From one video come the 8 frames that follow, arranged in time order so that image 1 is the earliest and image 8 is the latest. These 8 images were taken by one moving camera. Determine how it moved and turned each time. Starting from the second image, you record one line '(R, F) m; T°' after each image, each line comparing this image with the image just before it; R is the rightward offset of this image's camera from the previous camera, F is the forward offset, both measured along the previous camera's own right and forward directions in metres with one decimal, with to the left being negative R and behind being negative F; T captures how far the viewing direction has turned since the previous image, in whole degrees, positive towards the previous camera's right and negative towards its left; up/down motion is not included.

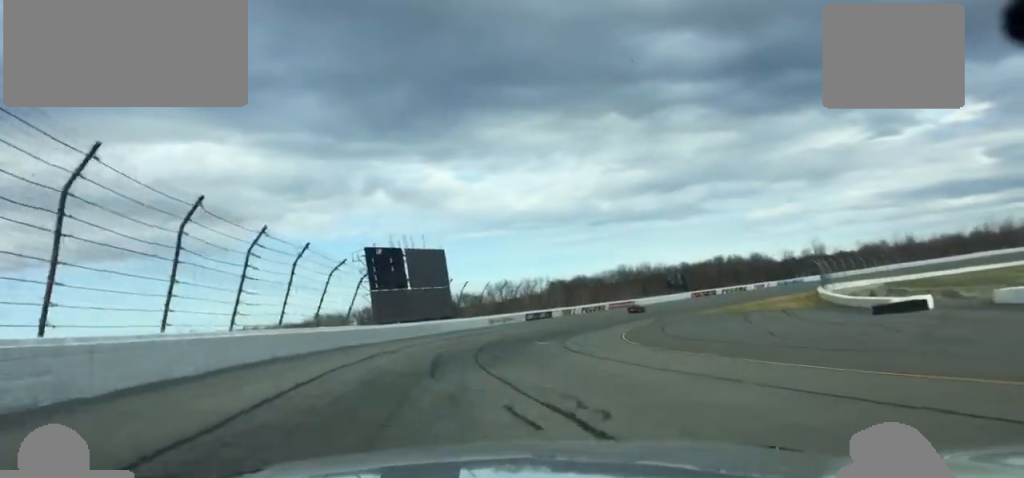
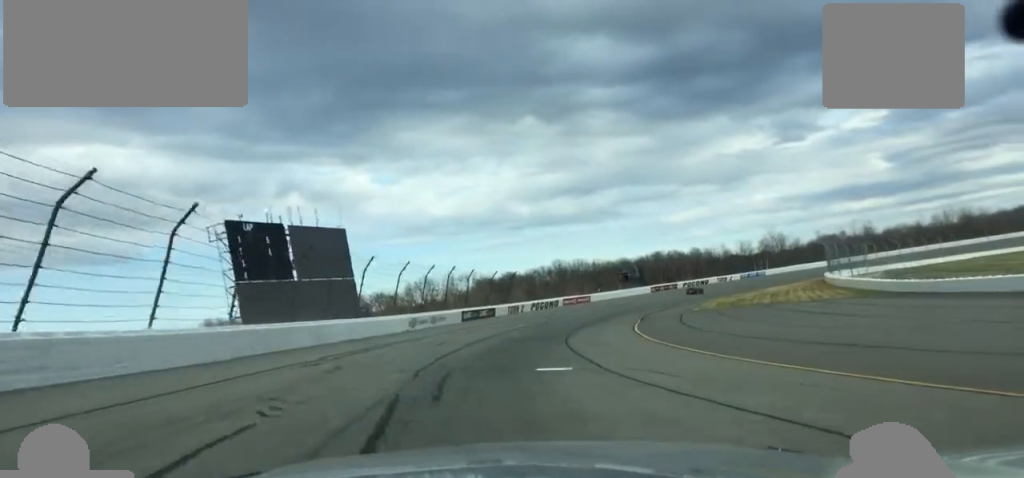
(+1.3, +36.0) m; +5°
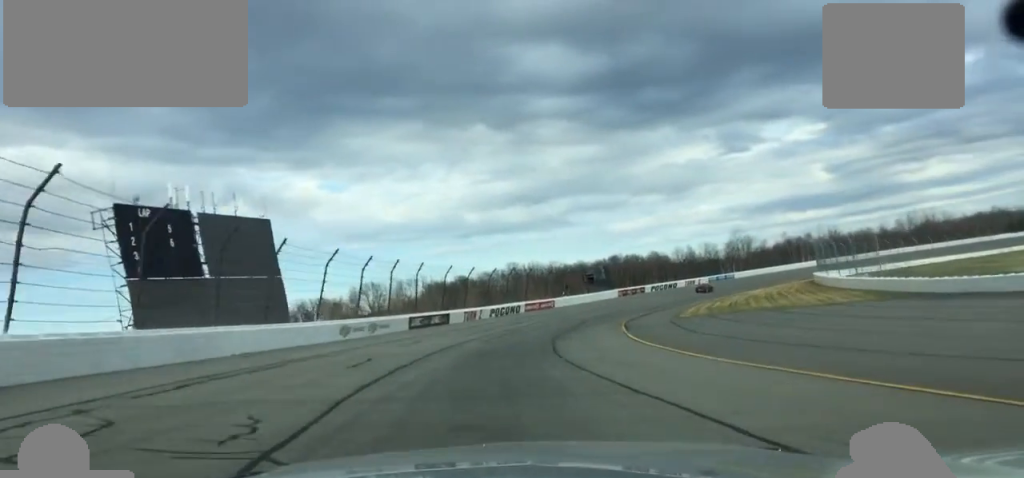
(+0.2, +14.5) m; +2°
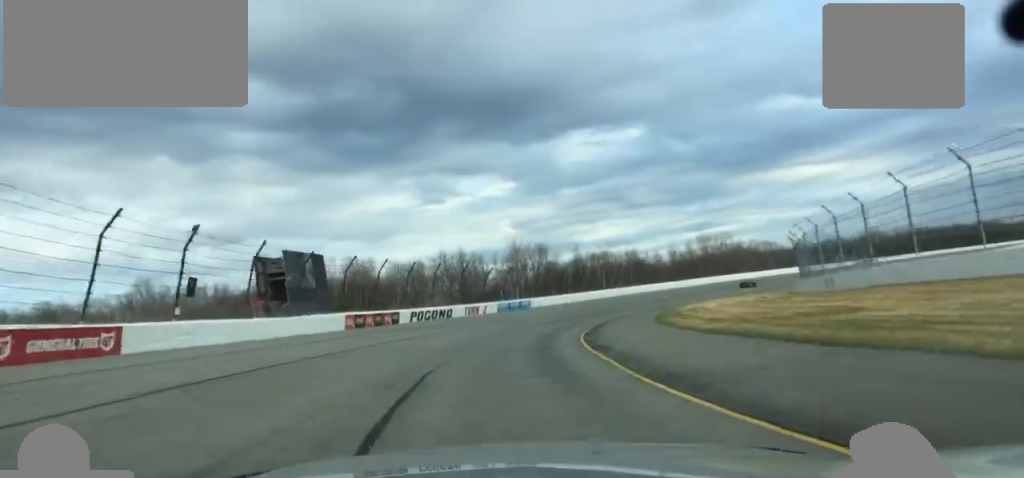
(+13.6, +84.2) m; +21°
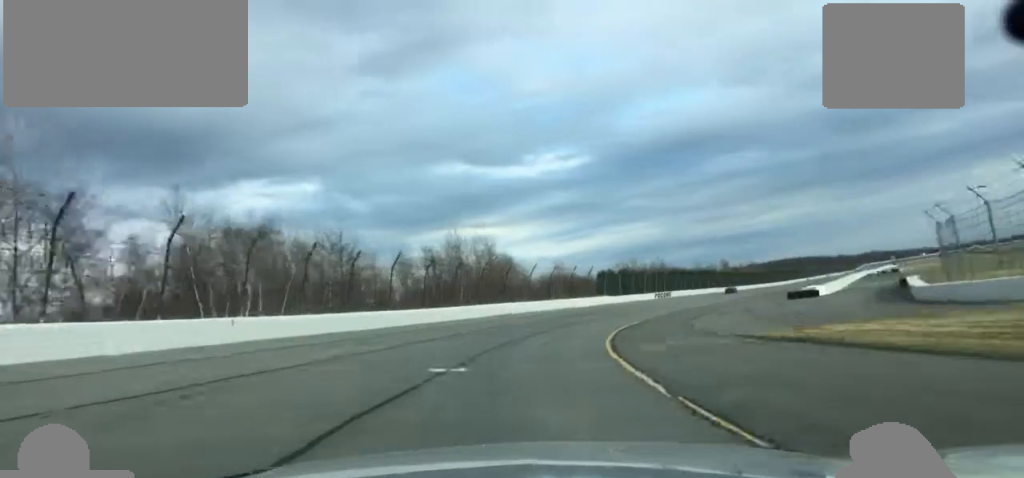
(+18.5, +95.2) m; +21°
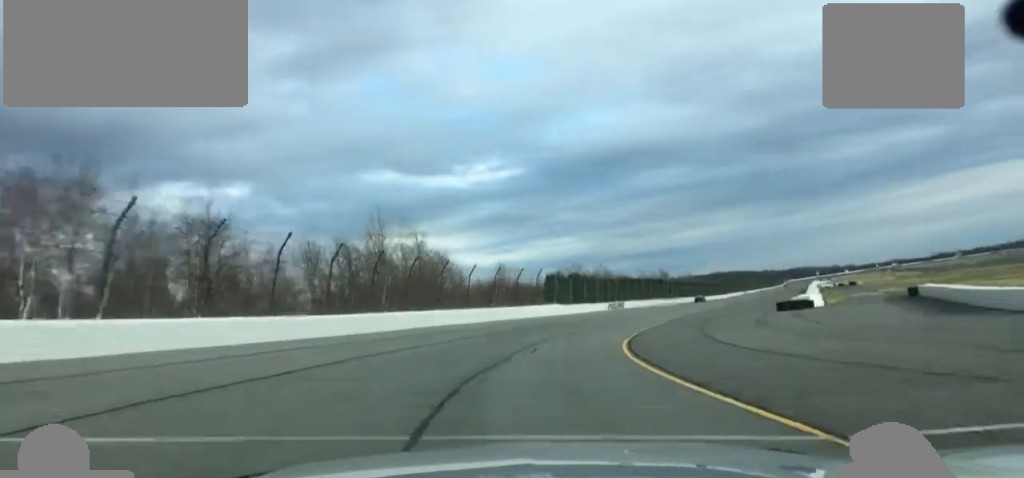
(+1.0, +19.5) m; +4°
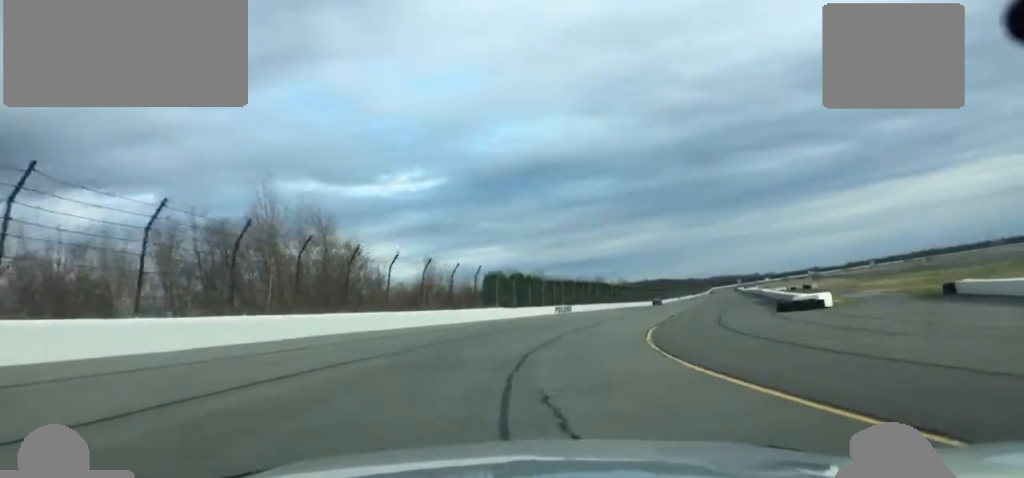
(+0.3, +21.1) m; +4°
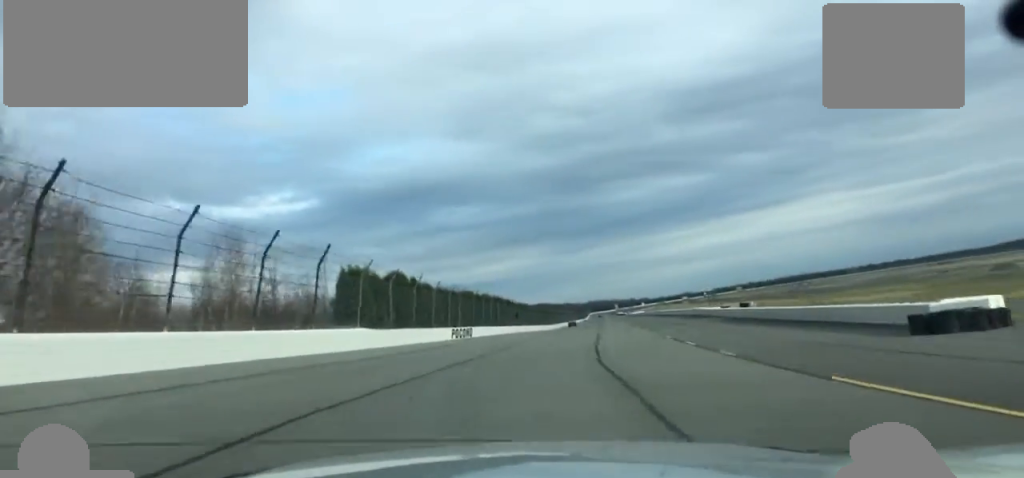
(+2.6, +38.7) m; +7°
